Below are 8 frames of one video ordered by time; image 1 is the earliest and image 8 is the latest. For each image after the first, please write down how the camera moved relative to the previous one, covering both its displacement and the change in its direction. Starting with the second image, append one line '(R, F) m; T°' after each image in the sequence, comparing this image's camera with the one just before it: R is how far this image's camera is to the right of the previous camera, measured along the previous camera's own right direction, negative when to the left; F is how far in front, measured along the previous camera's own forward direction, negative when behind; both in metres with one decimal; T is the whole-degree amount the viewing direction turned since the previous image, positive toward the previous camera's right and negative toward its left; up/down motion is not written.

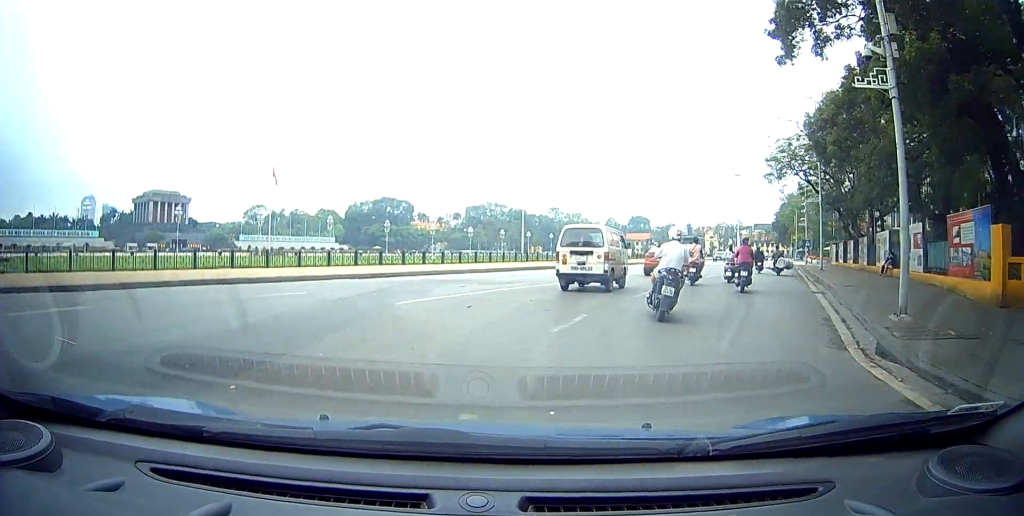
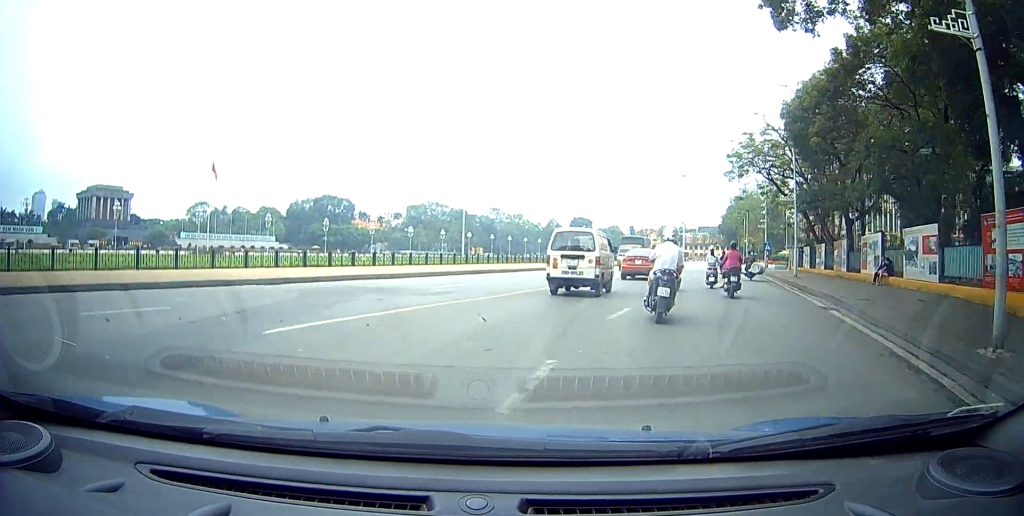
(0.0, +4.0) m; -1°
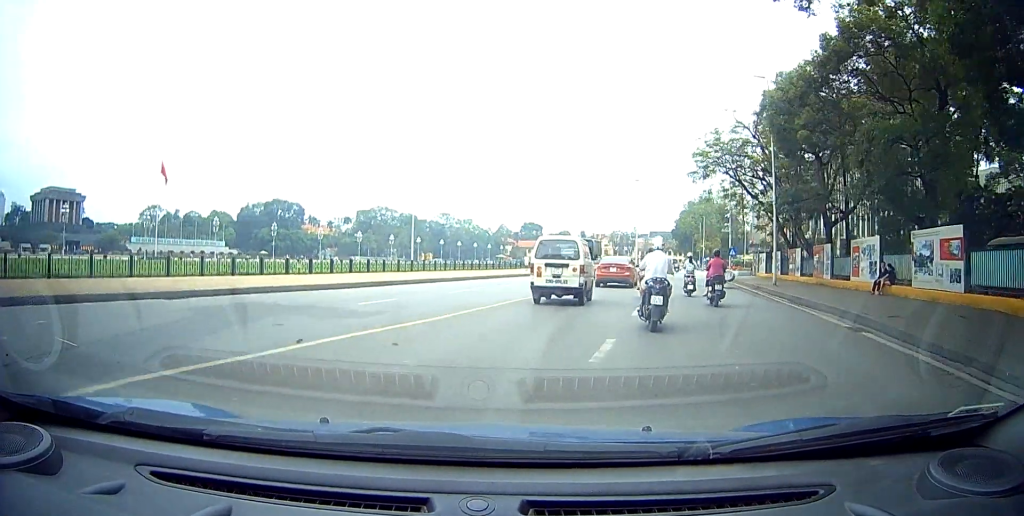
(+0.1, +3.4) m; -2°
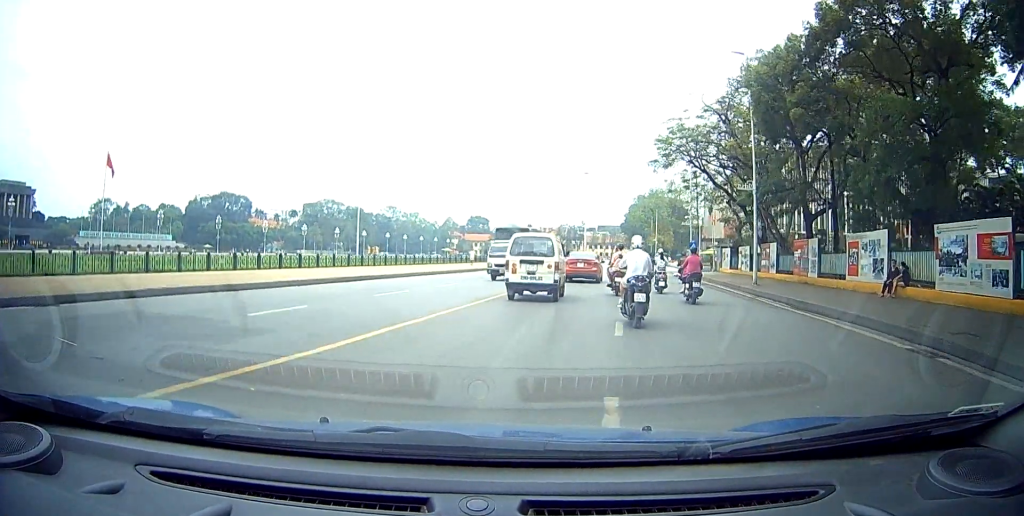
(0.0, +3.7) m; -1°
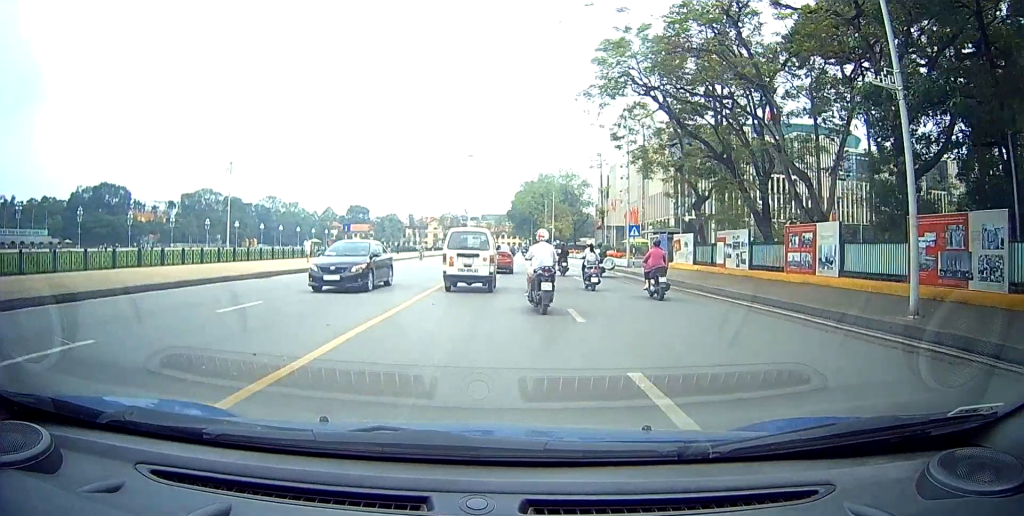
(+0.3, +16.5) m; +9°
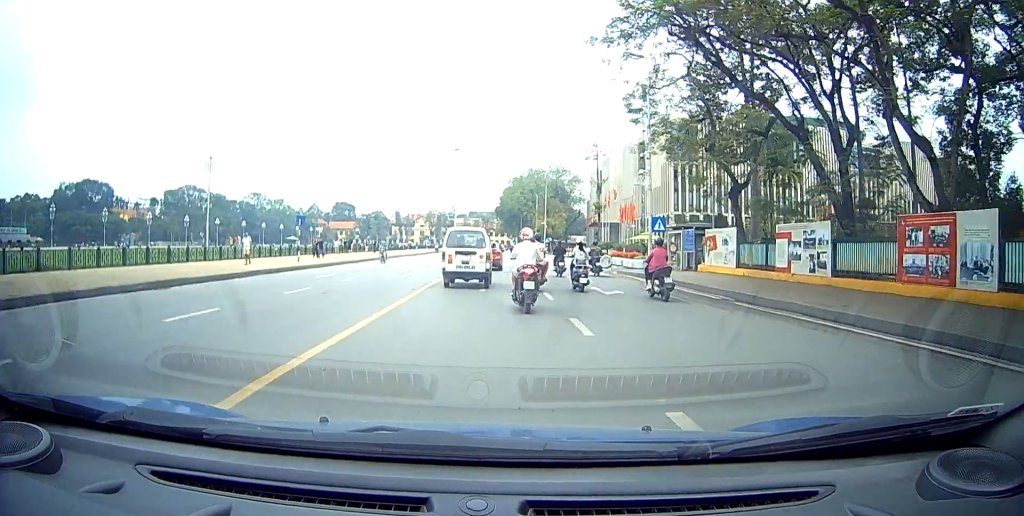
(0.0, +6.7) m; +15°
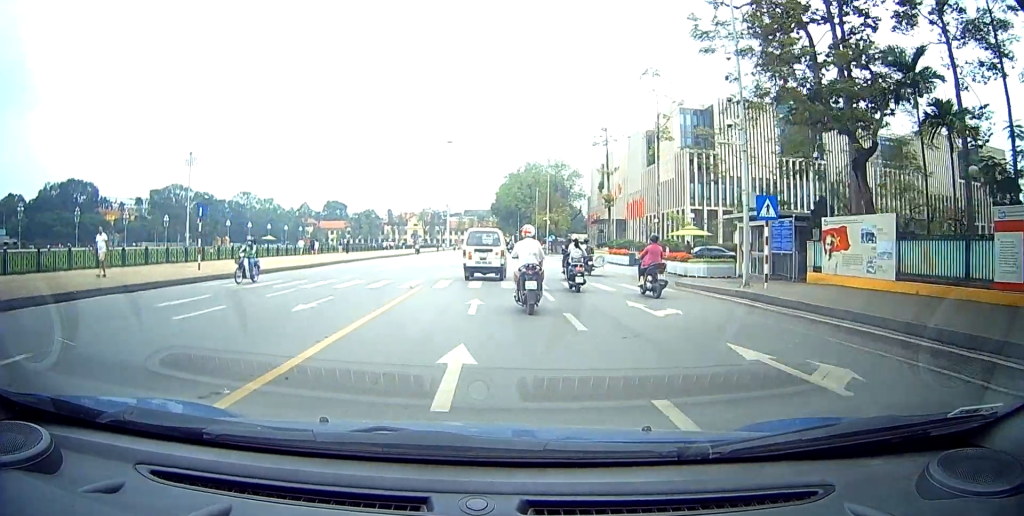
(+3.1, +10.9) m; +20°
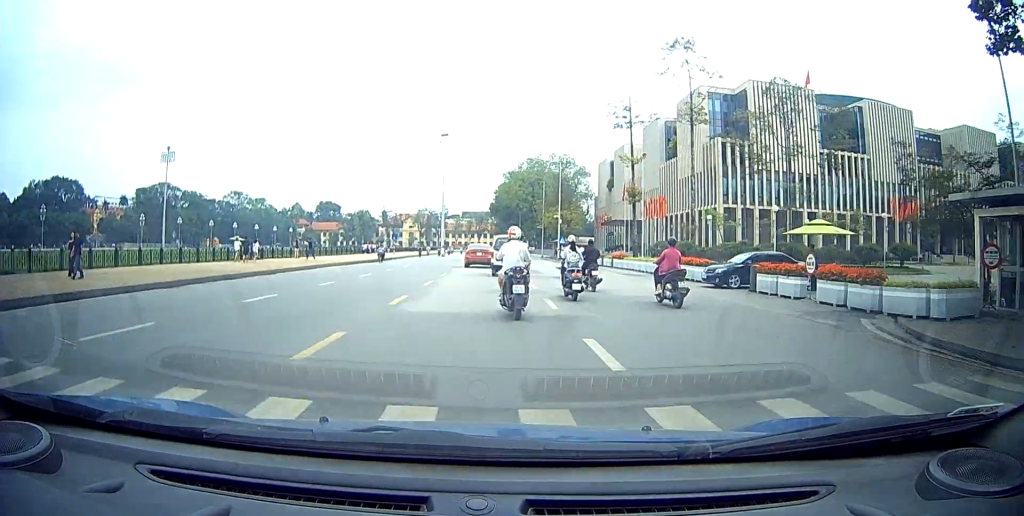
(+0.9, +18.3) m; +13°
